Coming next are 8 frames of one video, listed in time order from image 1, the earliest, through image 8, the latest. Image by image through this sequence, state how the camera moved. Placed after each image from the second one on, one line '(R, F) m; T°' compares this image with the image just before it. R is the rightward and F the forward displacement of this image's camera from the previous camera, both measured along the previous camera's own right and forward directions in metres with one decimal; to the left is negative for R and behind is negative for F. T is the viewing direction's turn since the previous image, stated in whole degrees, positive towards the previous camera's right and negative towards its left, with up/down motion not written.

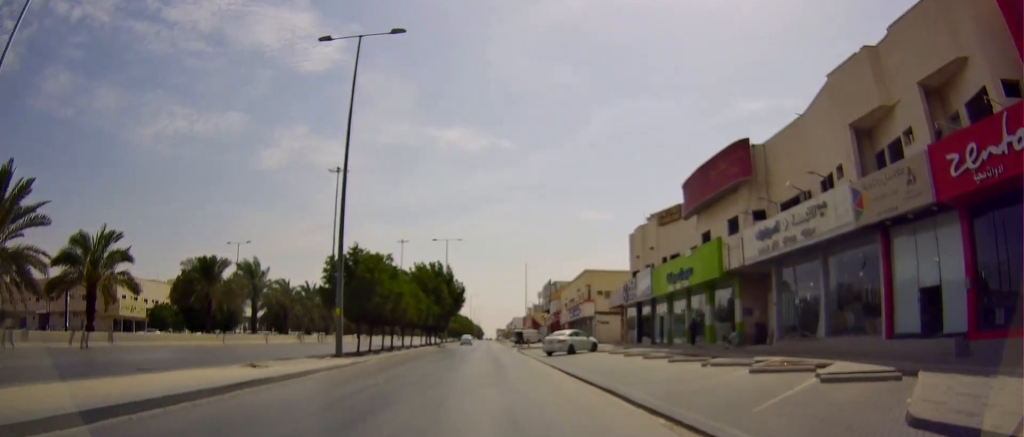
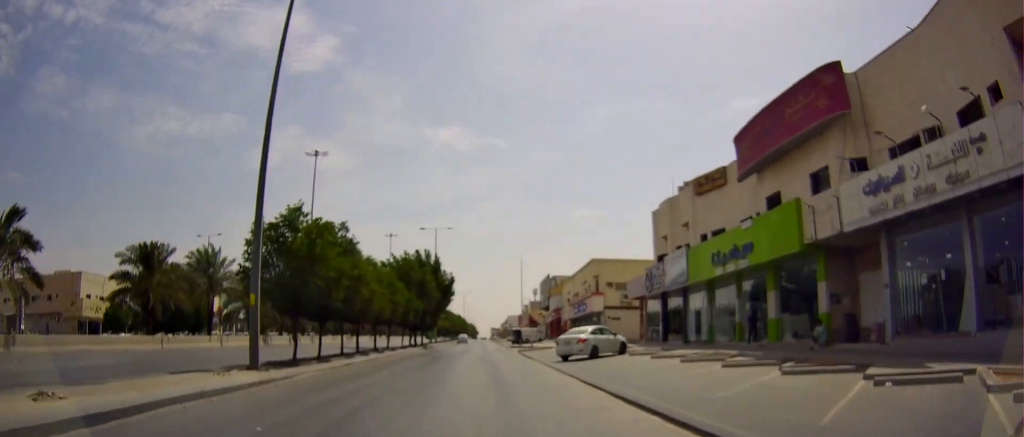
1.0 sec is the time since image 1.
(-0.3, +9.0) m; 0°
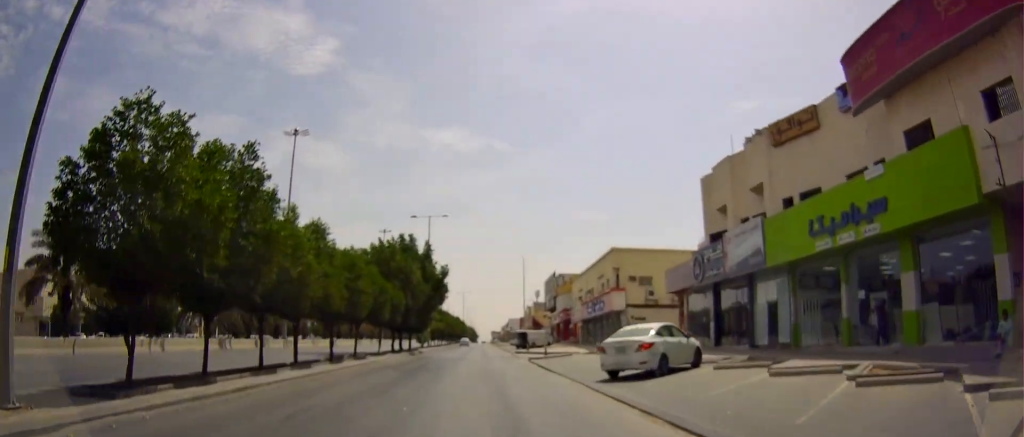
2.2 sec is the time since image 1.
(+0.4, +10.2) m; +3°
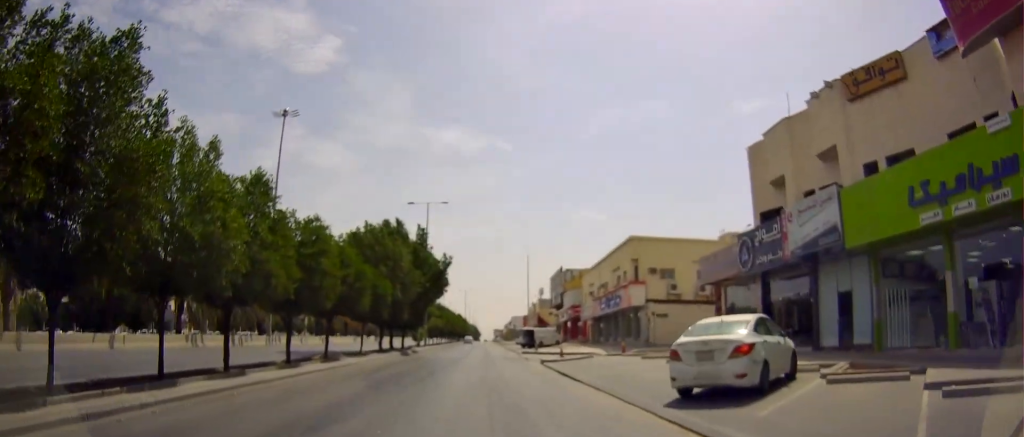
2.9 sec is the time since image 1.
(0.0, +6.1) m; -2°
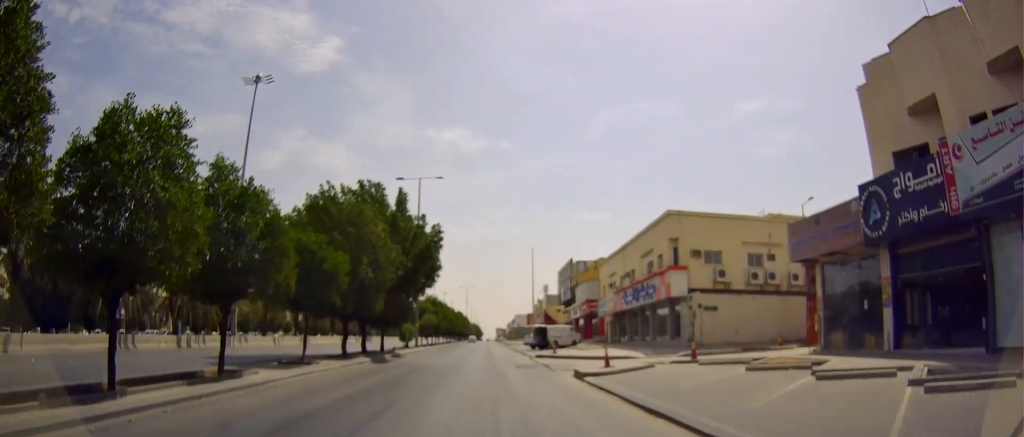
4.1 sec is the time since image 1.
(-0.4, +10.5) m; -1°
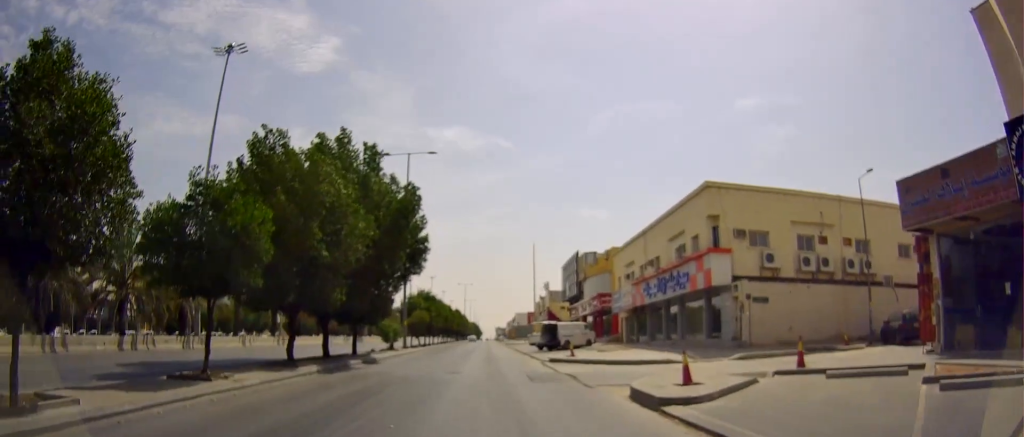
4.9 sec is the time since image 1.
(+0.3, +7.6) m; +1°
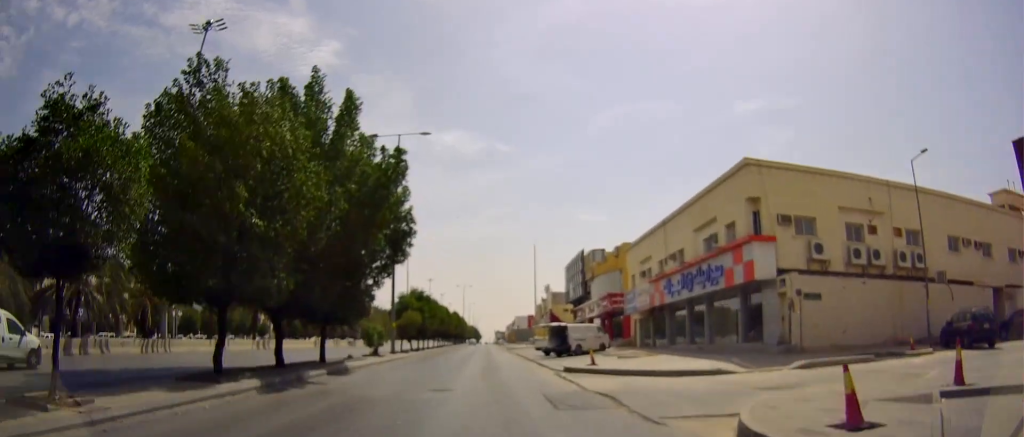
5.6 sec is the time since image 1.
(0.0, +5.5) m; 0°
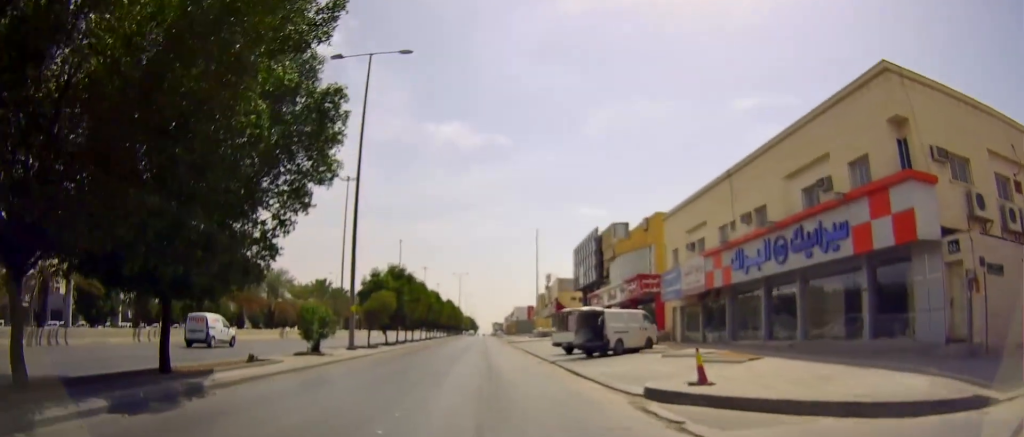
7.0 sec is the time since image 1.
(-0.2, +11.7) m; -1°
